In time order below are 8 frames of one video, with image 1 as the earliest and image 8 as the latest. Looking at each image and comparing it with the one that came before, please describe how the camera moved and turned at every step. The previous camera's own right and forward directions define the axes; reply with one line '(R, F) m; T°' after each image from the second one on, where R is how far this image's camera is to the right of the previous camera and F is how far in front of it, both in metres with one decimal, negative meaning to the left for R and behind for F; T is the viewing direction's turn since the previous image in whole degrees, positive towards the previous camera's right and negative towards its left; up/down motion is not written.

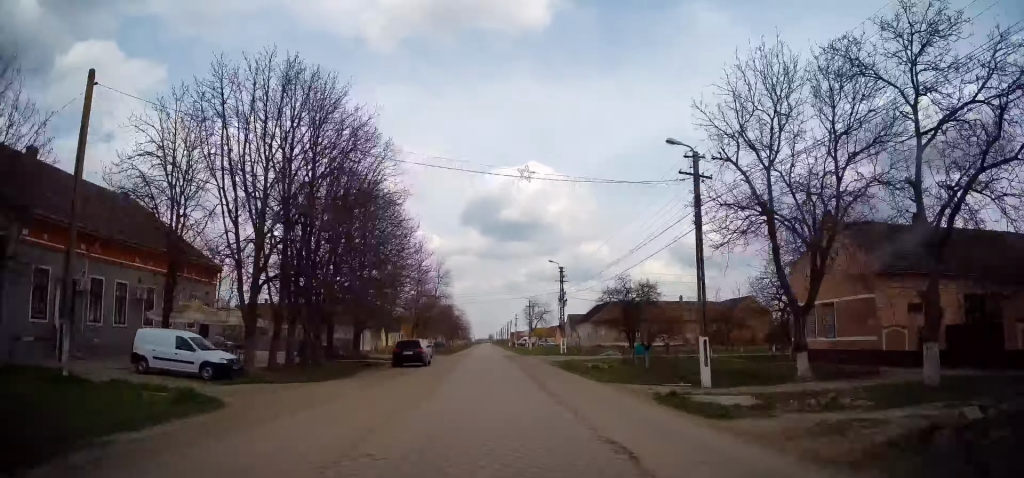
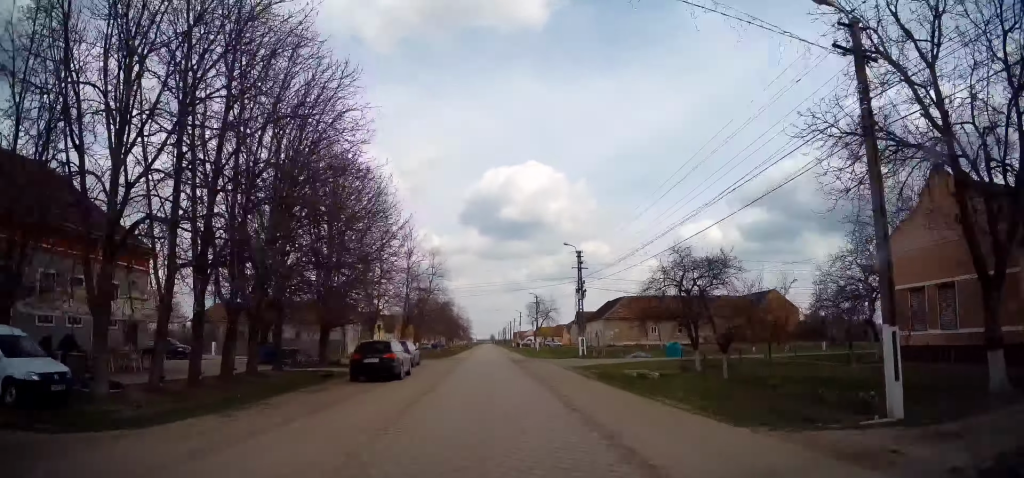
(-0.3, +9.1) m; 0°
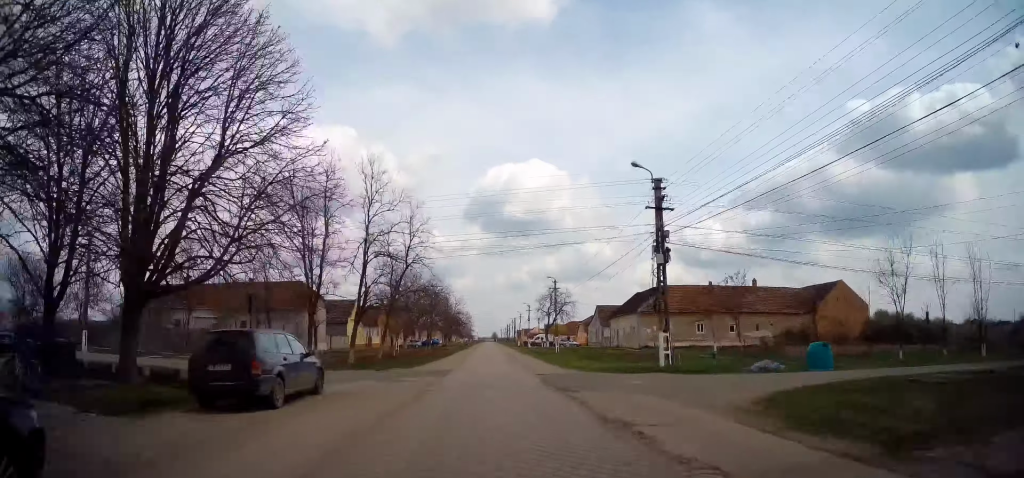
(+0.4, +19.2) m; 0°
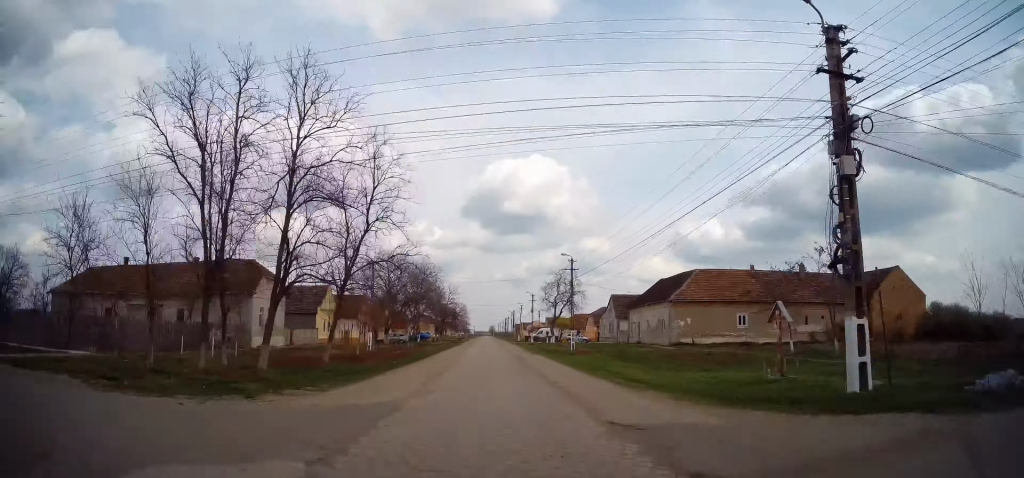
(-0.4, +12.9) m; -1°
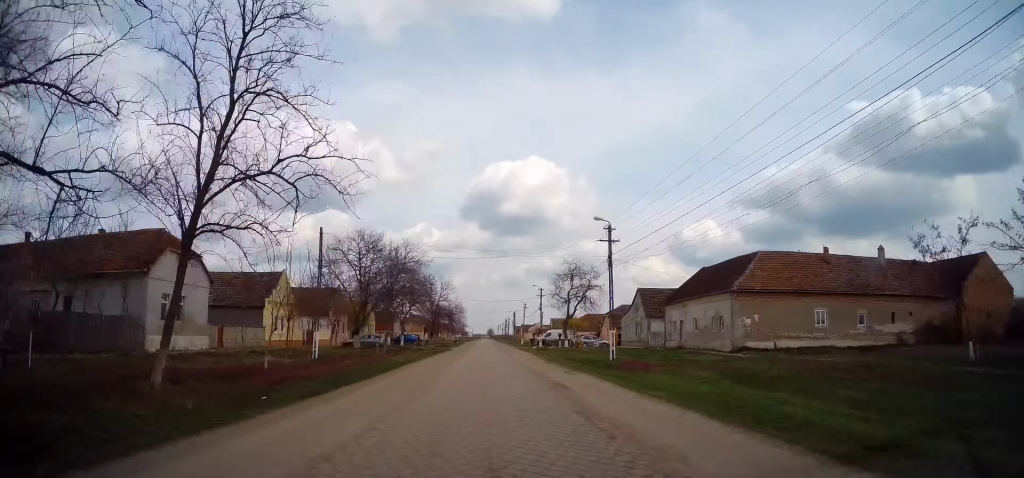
(-0.1, +15.2) m; +1°
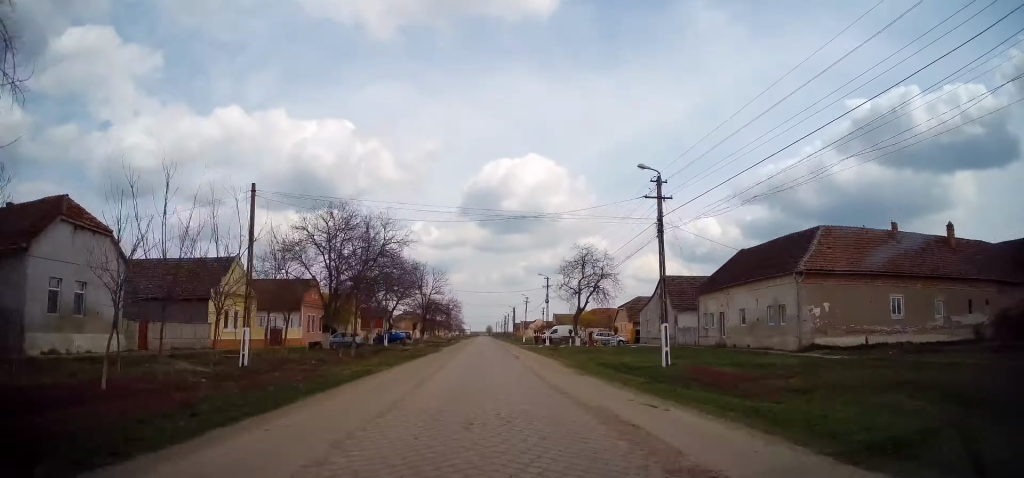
(+0.2, +10.5) m; 0°
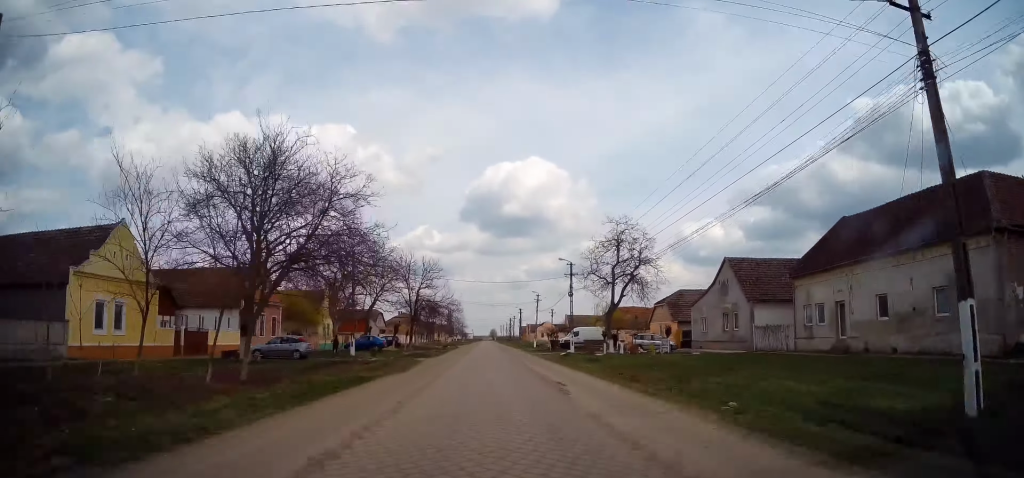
(+0.1, +15.6) m; -1°
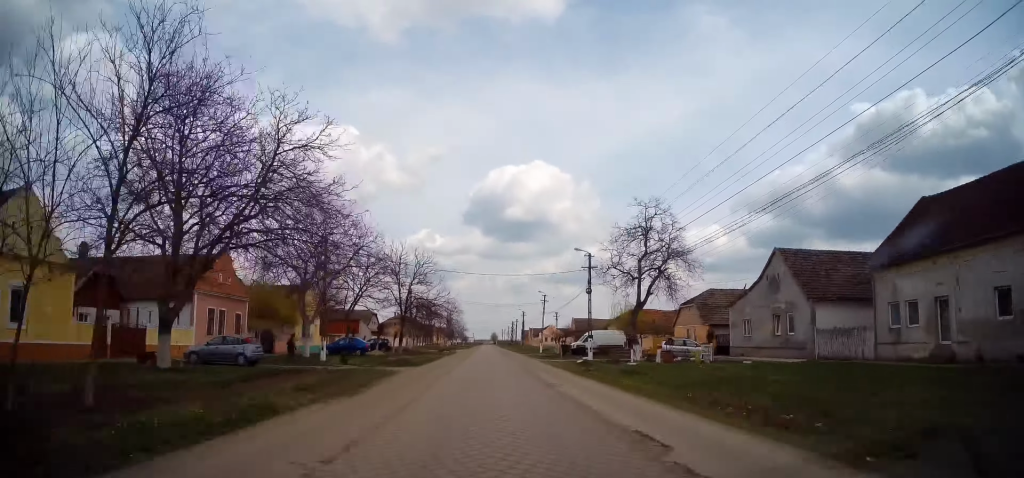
(-0.2, +7.9) m; -1°
